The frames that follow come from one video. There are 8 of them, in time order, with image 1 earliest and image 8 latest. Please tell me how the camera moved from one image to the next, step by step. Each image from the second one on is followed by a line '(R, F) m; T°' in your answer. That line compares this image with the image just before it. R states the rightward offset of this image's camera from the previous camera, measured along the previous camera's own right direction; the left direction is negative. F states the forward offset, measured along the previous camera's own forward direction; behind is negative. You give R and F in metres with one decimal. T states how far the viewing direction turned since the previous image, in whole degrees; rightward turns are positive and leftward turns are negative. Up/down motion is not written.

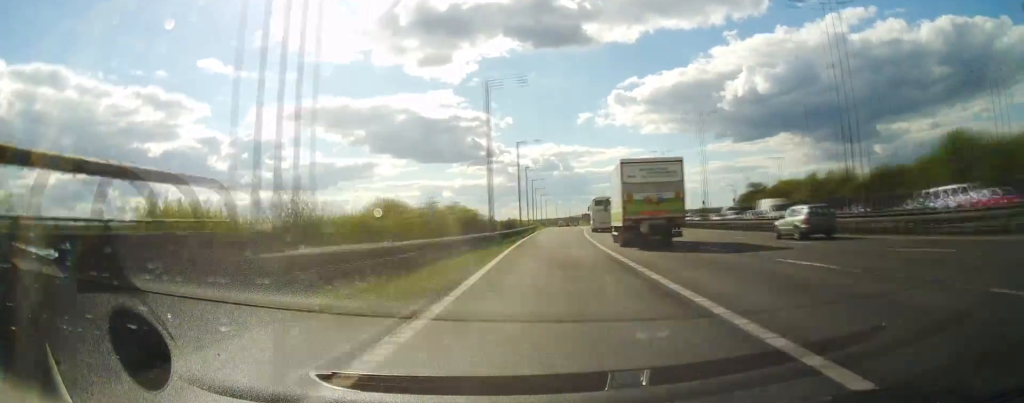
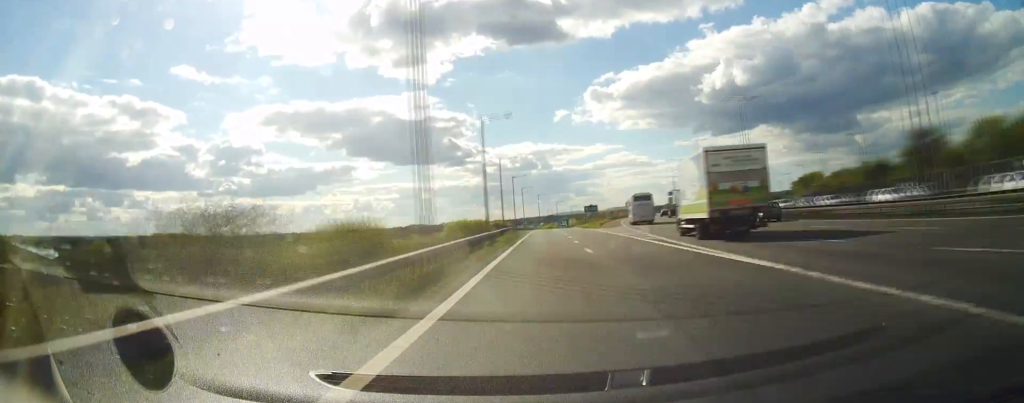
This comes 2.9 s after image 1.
(+0.9, +72.6) m; +2°
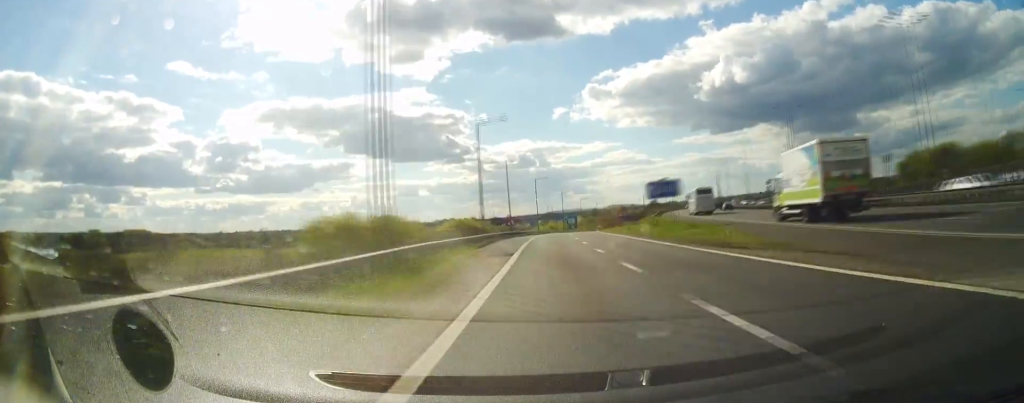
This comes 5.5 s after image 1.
(+0.9, +59.2) m; +1°
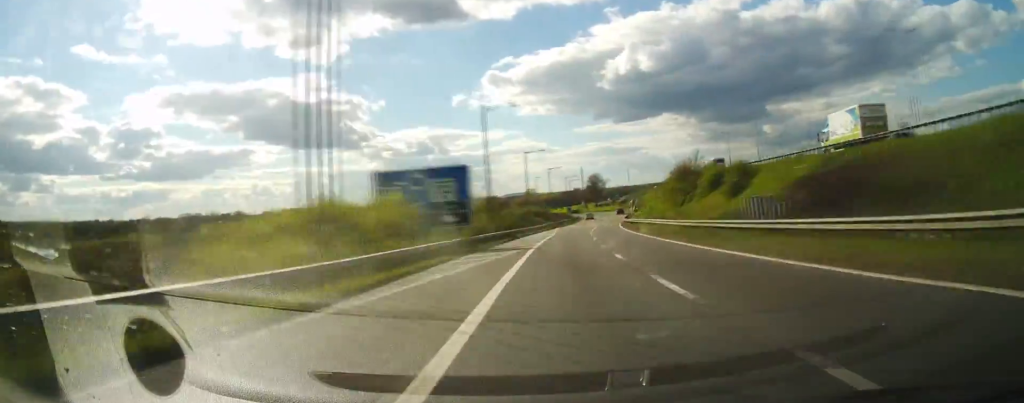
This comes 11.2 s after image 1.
(+4.4, +123.8) m; +6°
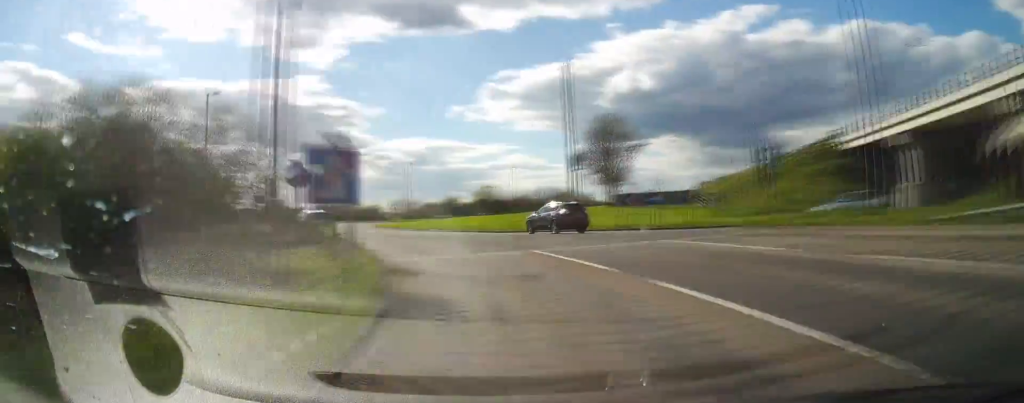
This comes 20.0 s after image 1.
(+10.6, +168.9) m; -7°
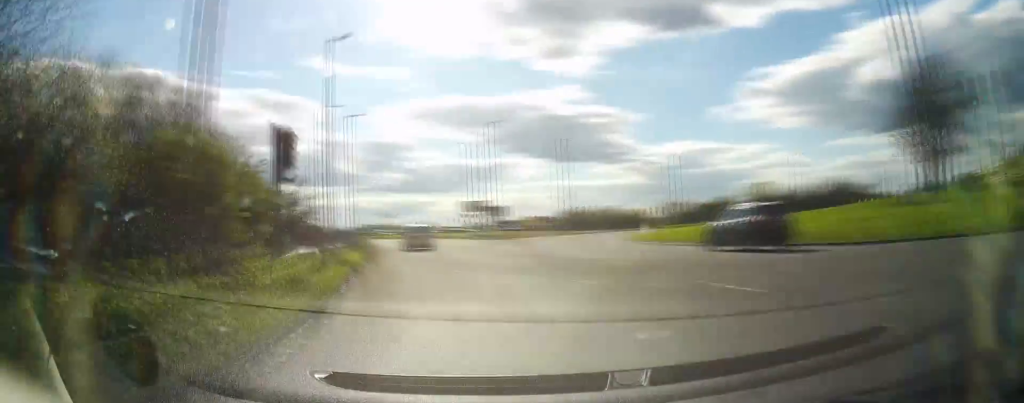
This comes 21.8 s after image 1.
(+2.1, +29.6) m; -11°
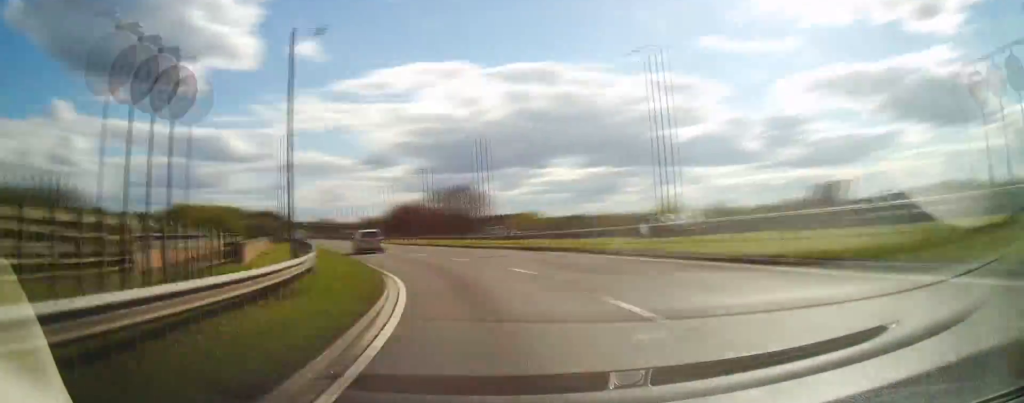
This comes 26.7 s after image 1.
(-27.2, +72.6) m; -43°
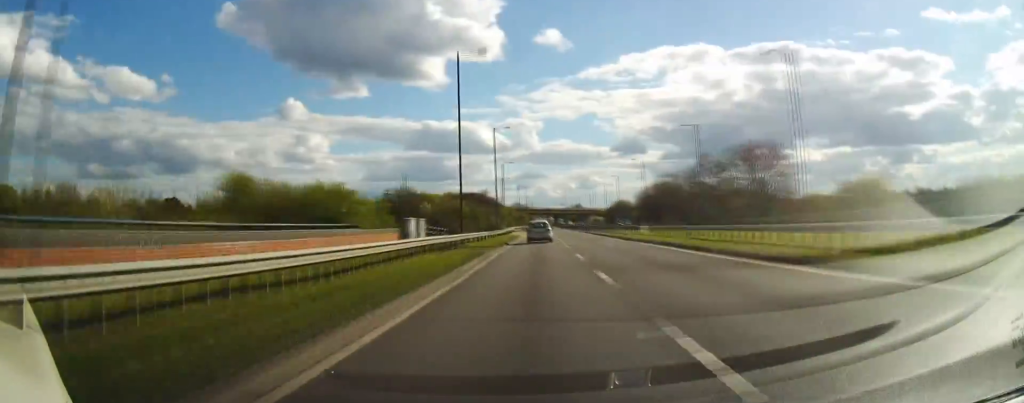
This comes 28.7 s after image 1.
(-8.6, +35.0) m; -12°
